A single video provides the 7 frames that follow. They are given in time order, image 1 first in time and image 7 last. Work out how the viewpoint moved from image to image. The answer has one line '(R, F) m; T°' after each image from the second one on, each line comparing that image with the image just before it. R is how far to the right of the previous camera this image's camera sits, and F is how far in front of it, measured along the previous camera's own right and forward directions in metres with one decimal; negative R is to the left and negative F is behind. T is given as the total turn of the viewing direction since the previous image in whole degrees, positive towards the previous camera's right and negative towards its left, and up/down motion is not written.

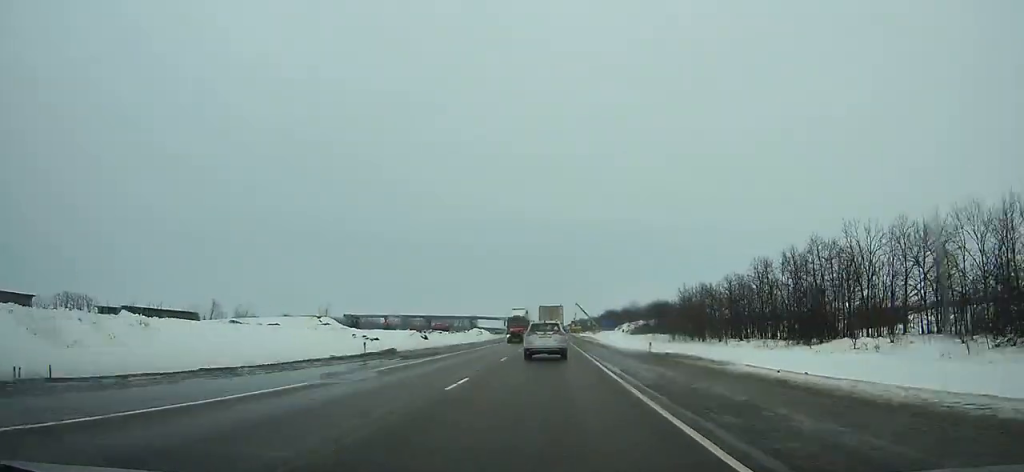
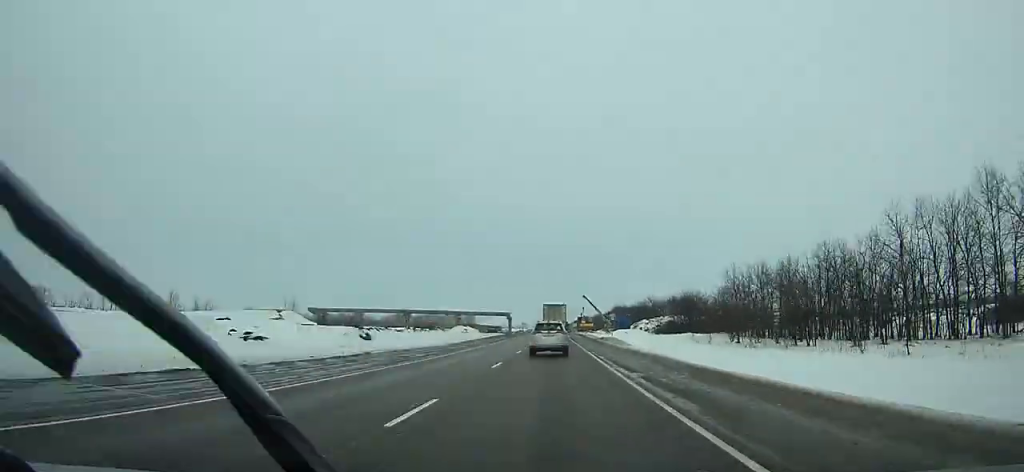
(0.0, +40.3) m; 0°
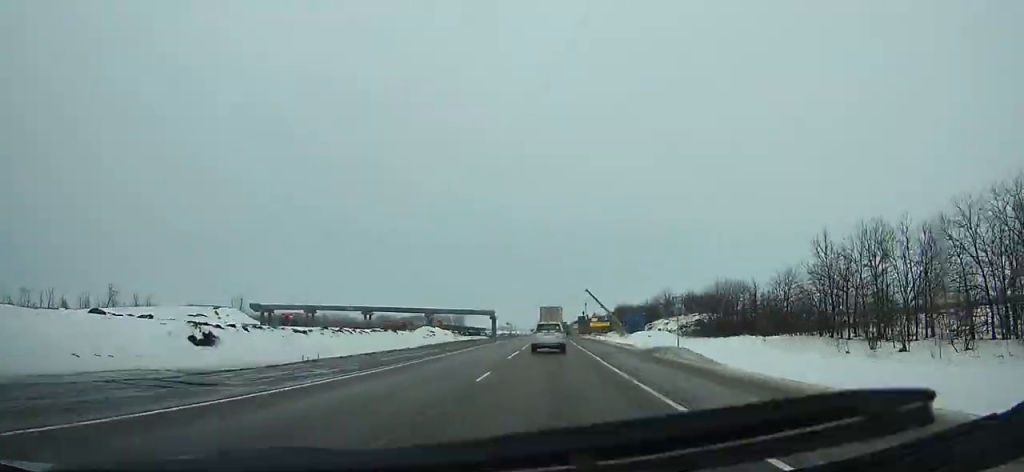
(0.0, +41.6) m; 0°
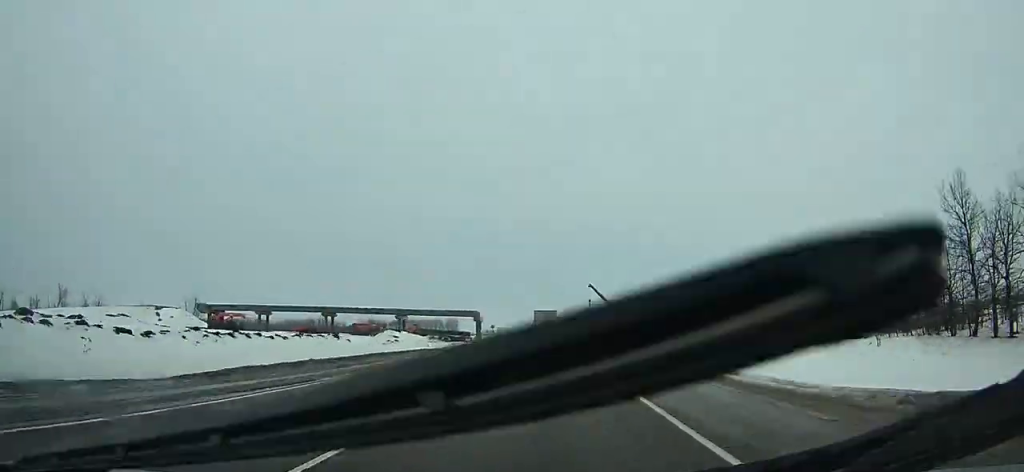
(+0.1, +27.7) m; 0°
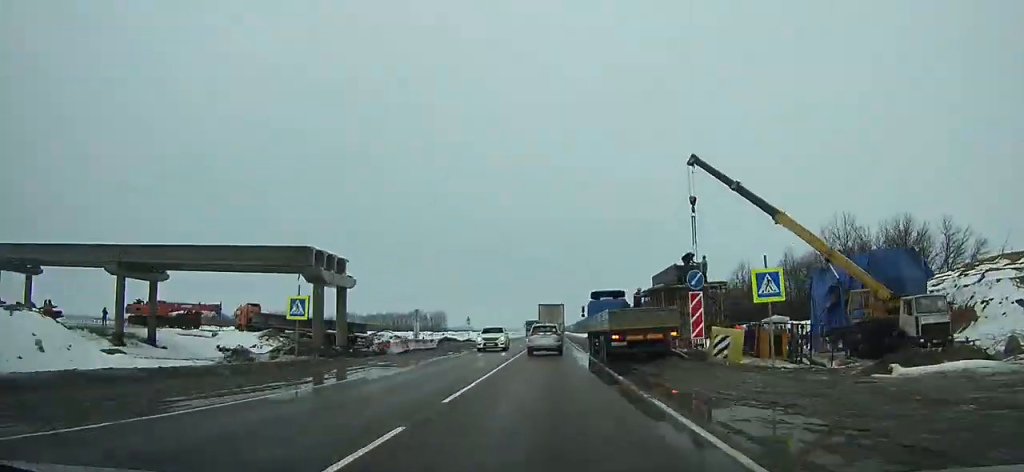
(-0.3, +92.0) m; 0°
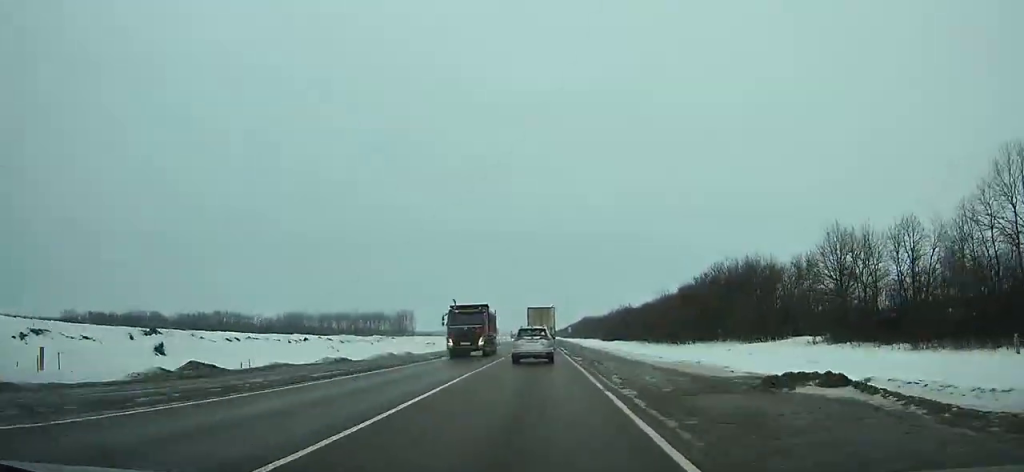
(+0.1, +79.1) m; 0°
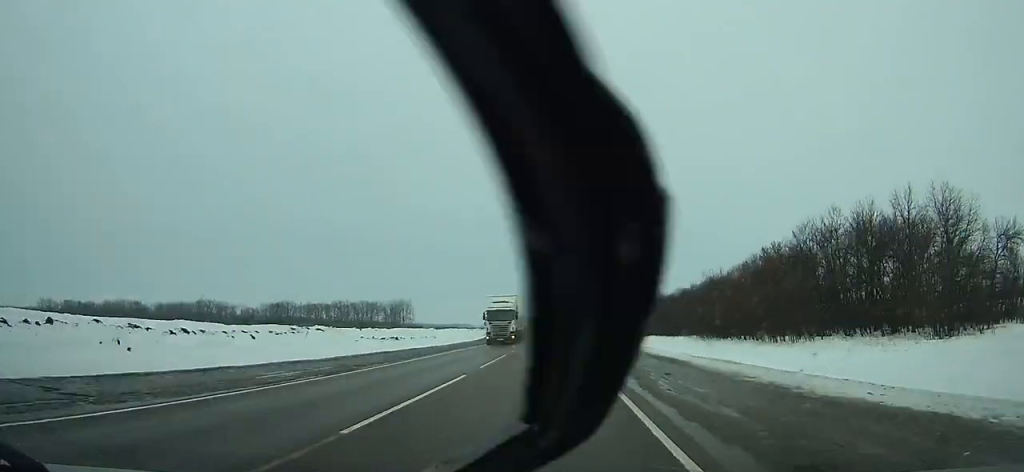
(-0.2, +41.6) m; 0°
